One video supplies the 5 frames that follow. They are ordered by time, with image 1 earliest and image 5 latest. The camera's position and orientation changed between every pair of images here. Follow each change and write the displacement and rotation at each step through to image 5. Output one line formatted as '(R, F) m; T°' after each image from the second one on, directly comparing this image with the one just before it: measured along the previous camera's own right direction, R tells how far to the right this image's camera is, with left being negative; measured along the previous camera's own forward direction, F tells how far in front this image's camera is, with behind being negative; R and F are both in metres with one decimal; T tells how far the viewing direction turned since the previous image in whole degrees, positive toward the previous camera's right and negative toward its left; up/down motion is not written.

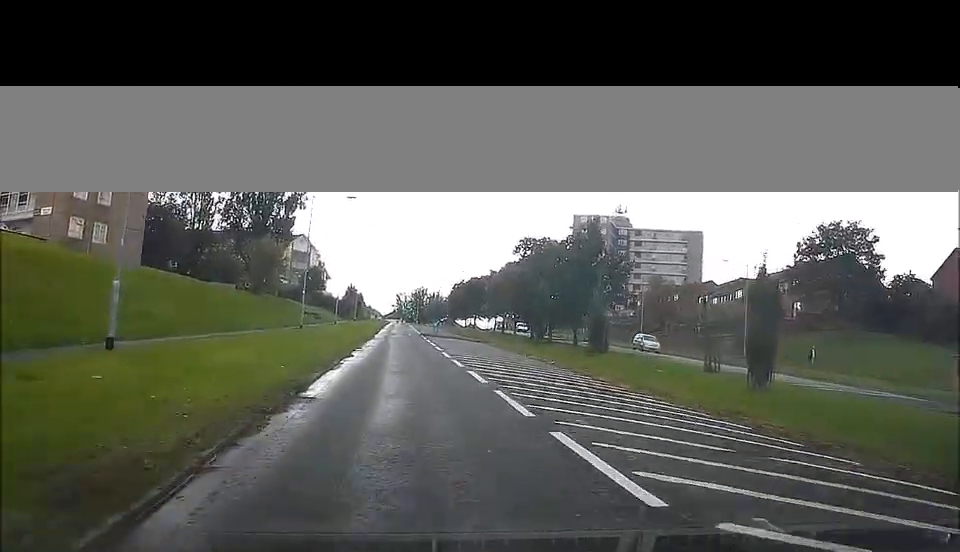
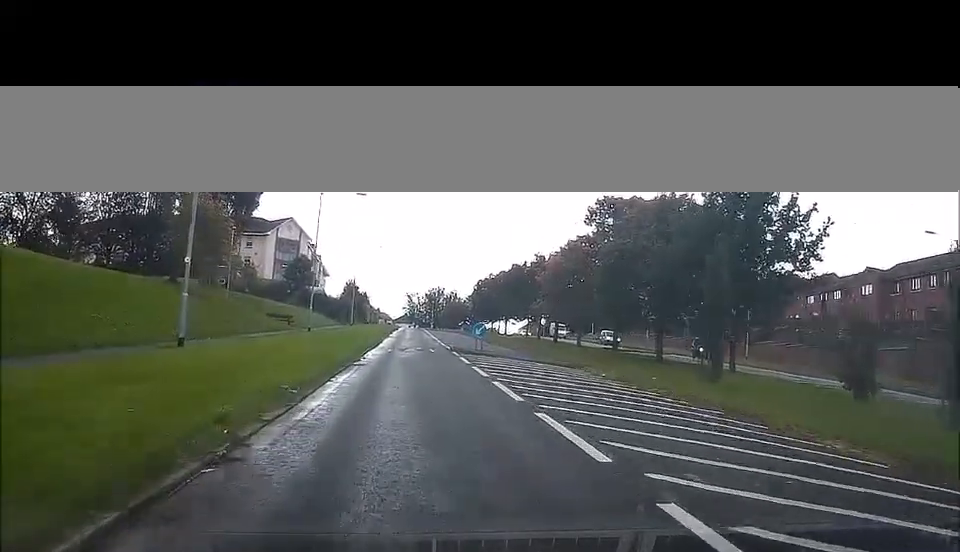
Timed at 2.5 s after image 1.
(+0.7, +28.1) m; -1°
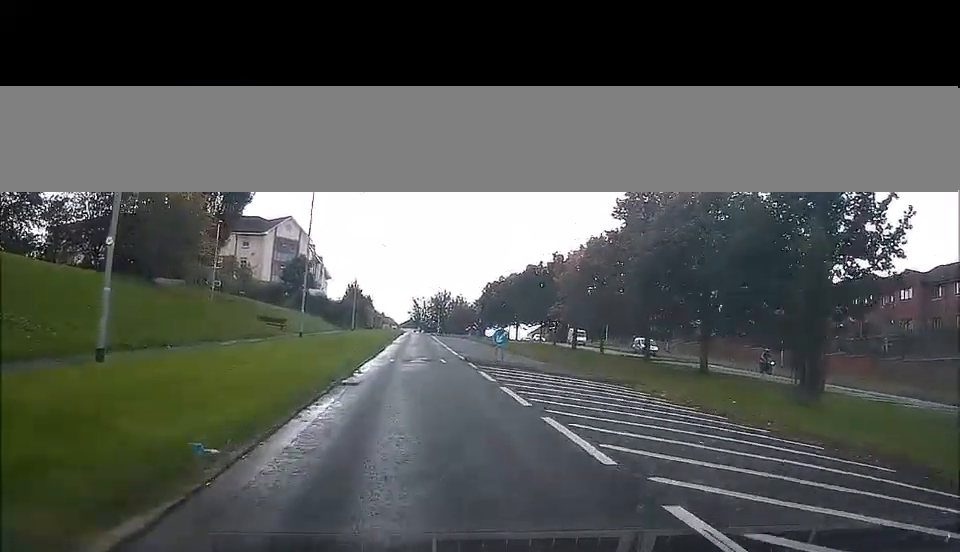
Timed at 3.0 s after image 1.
(0.0, +5.9) m; -1°
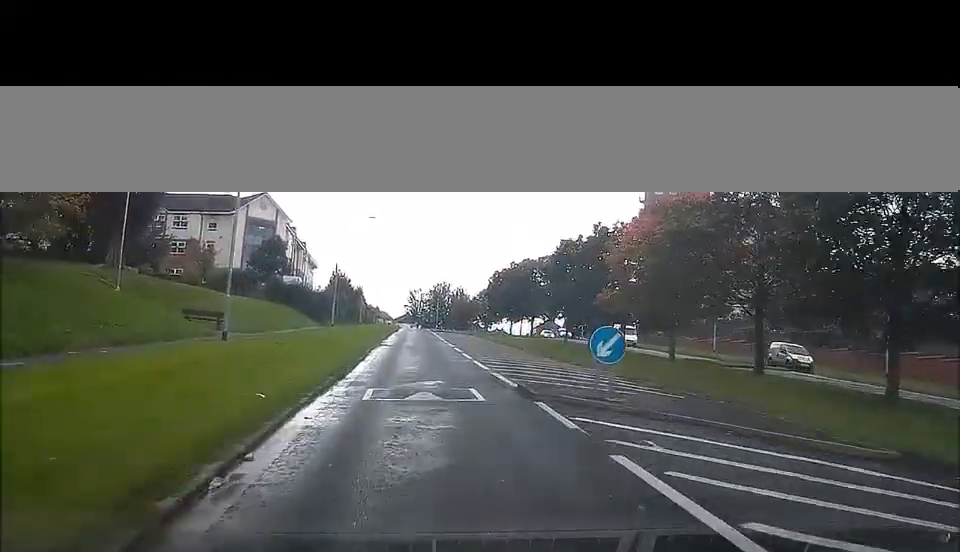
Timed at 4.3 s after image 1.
(-0.2, +16.0) m; +2°
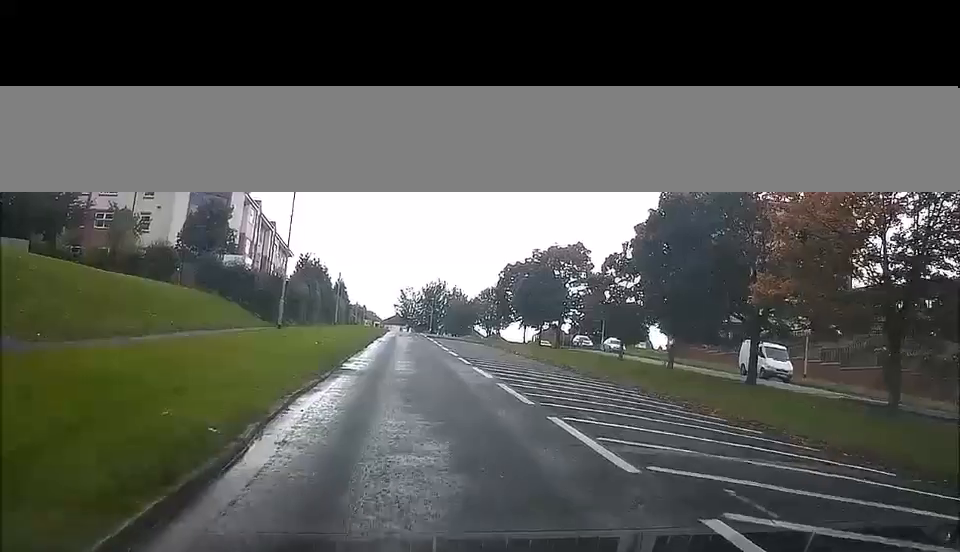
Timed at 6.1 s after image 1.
(+0.7, +20.7) m; +2°
